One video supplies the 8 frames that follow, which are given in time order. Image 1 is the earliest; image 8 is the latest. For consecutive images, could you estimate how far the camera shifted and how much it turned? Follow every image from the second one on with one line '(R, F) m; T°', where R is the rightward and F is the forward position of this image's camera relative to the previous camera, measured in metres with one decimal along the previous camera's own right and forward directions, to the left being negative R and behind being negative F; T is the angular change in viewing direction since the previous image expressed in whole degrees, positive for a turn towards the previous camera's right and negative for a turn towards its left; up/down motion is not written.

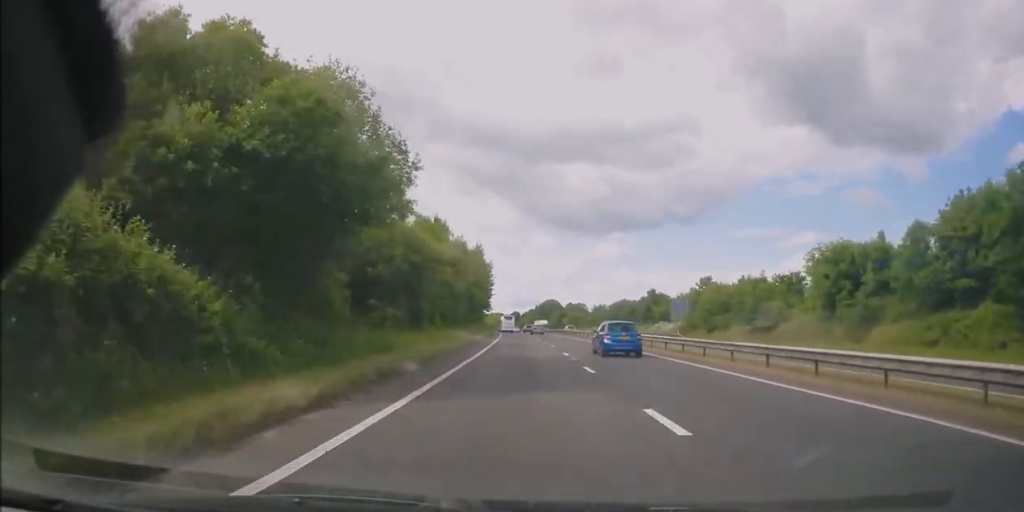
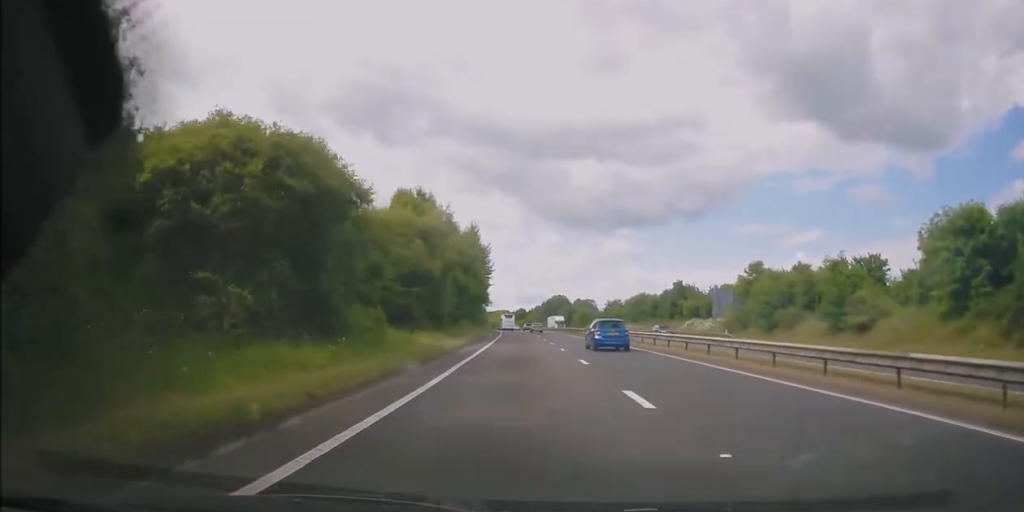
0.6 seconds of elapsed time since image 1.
(+0.1, +16.3) m; -1°
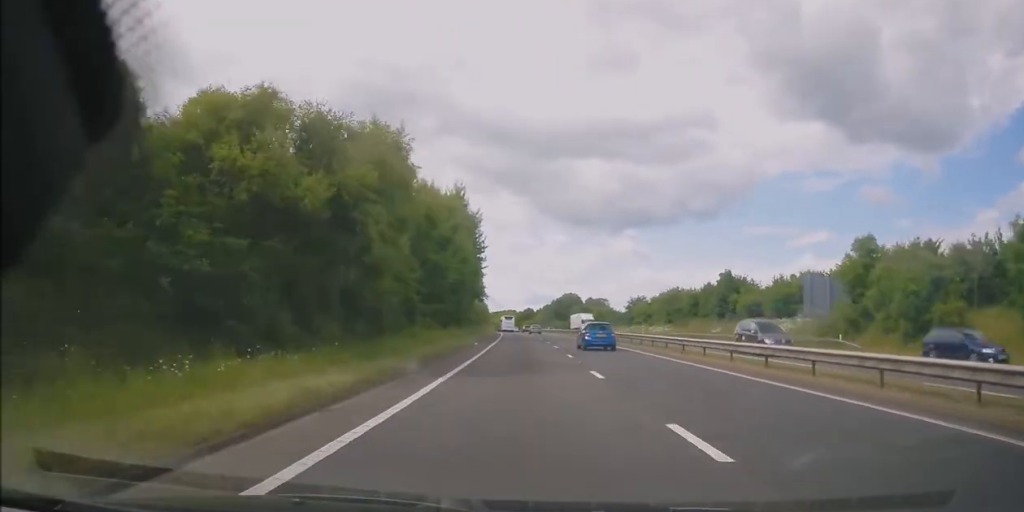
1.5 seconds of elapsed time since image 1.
(-0.3, +21.5) m; -1°
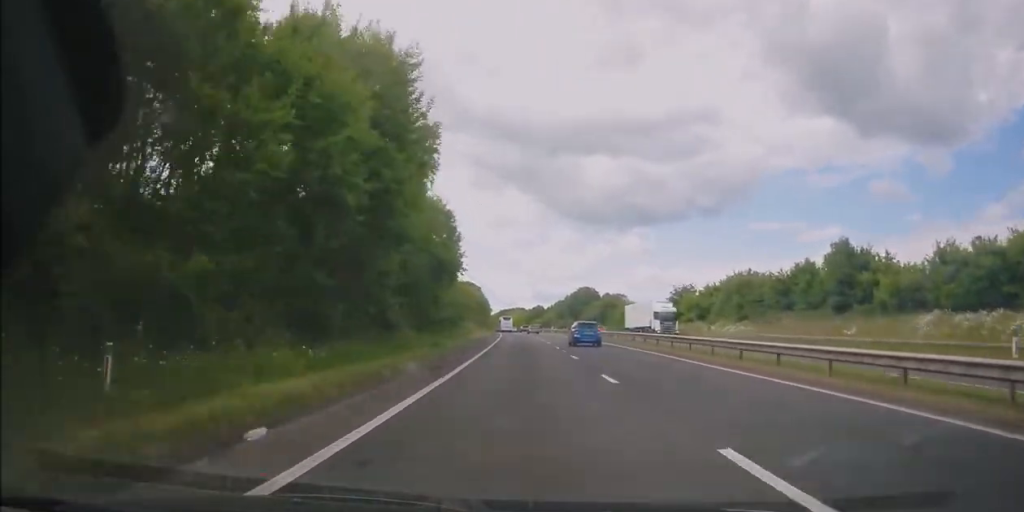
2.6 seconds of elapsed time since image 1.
(-0.4, +29.3) m; -1°
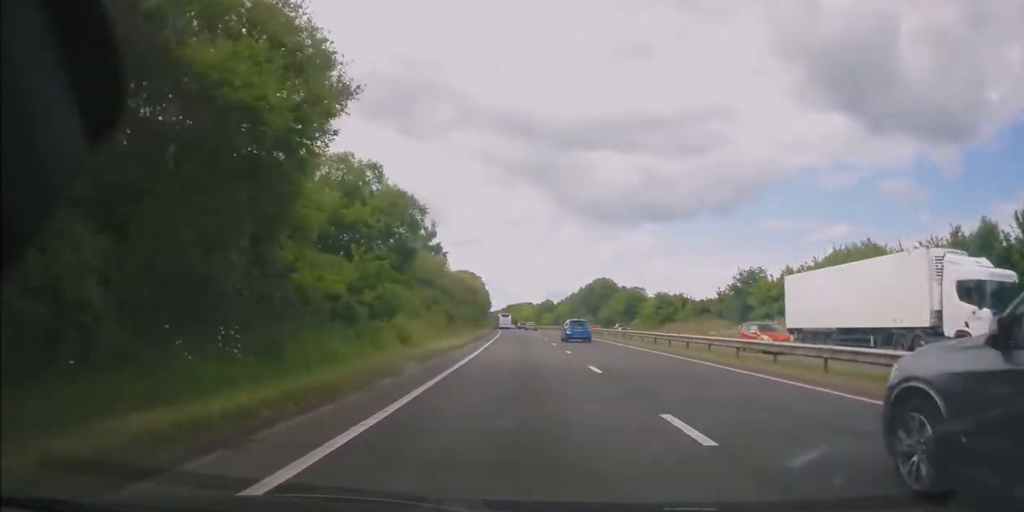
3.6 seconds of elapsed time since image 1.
(0.0, +25.2) m; -1°
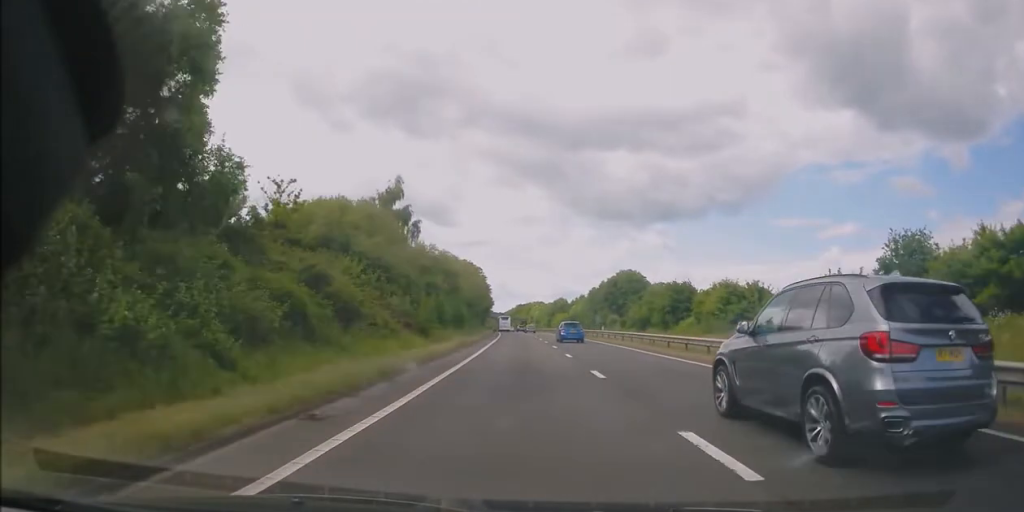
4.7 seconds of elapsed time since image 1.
(-0.3, +28.9) m; -1°
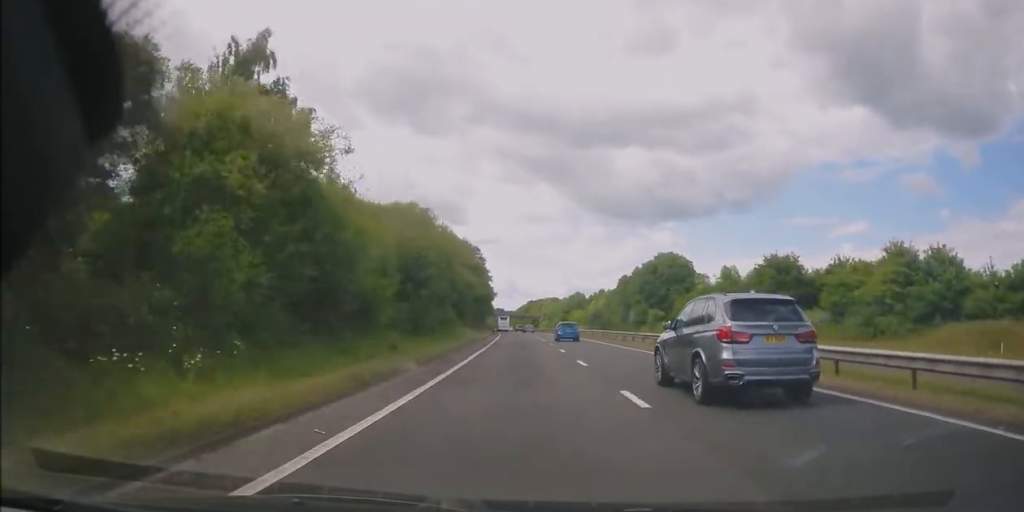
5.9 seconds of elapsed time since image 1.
(-0.2, +32.7) m; -1°
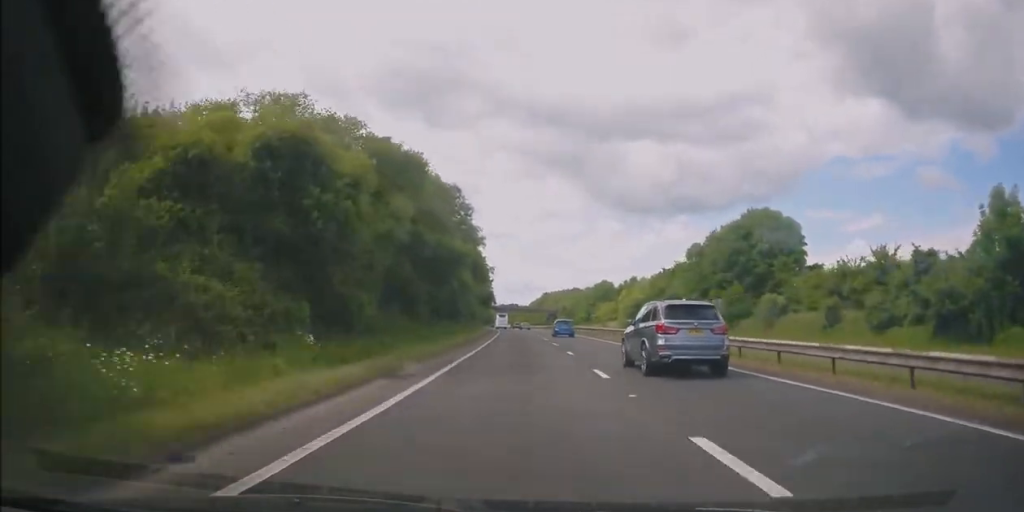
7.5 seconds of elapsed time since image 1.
(-0.8, +41.8) m; -2°
